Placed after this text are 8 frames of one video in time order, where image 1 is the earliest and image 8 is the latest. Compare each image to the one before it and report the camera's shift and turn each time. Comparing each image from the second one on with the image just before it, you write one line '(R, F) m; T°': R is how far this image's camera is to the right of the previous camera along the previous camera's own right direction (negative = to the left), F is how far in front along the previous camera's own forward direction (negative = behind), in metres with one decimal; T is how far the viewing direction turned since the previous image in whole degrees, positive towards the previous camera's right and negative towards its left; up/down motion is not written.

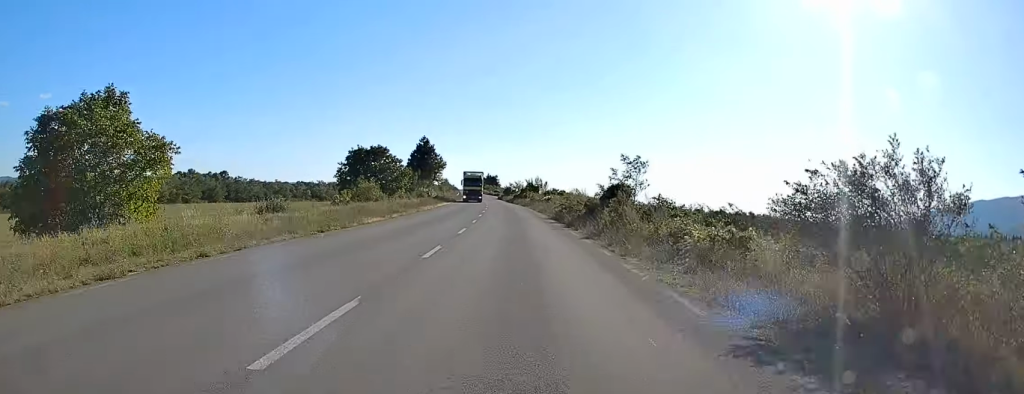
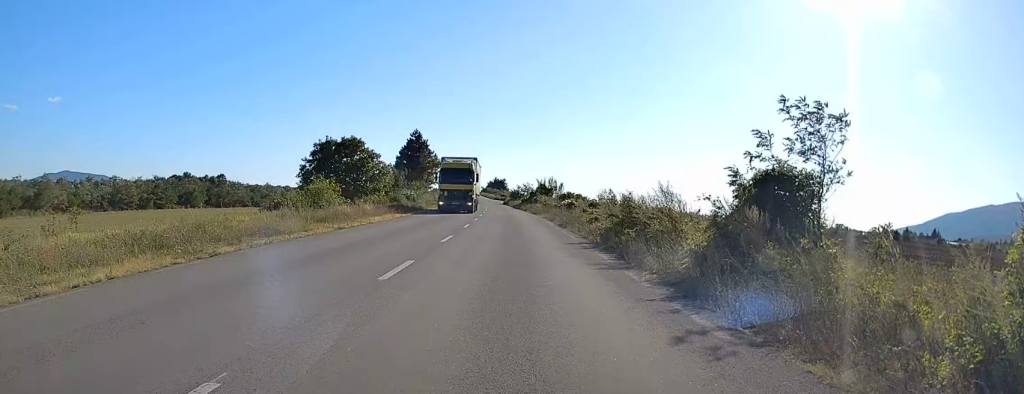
(-0.1, +21.6) m; -1°
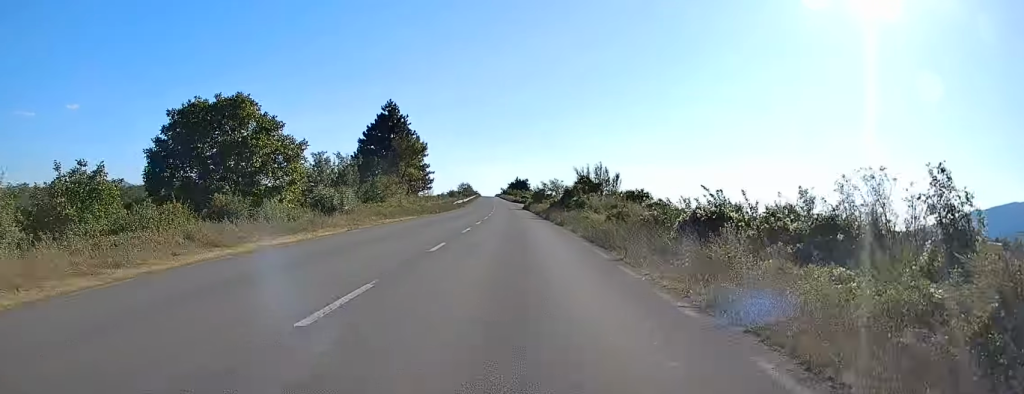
(-0.3, +39.5) m; -1°
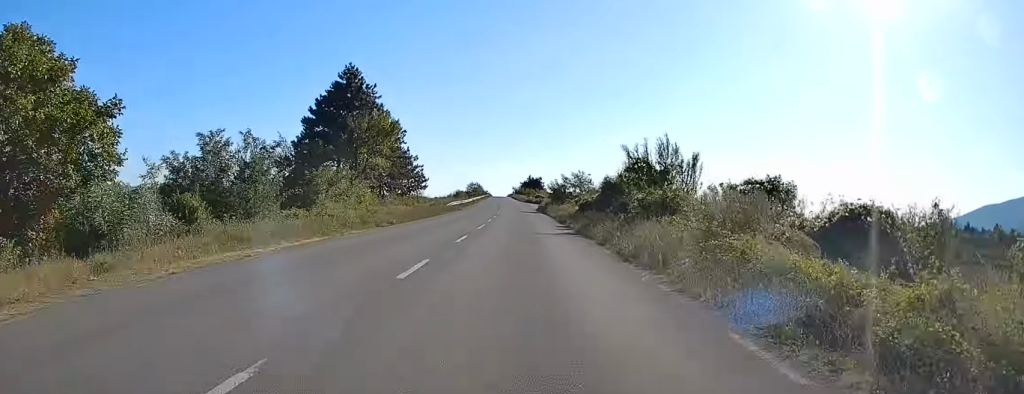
(-0.2, +23.0) m; -1°
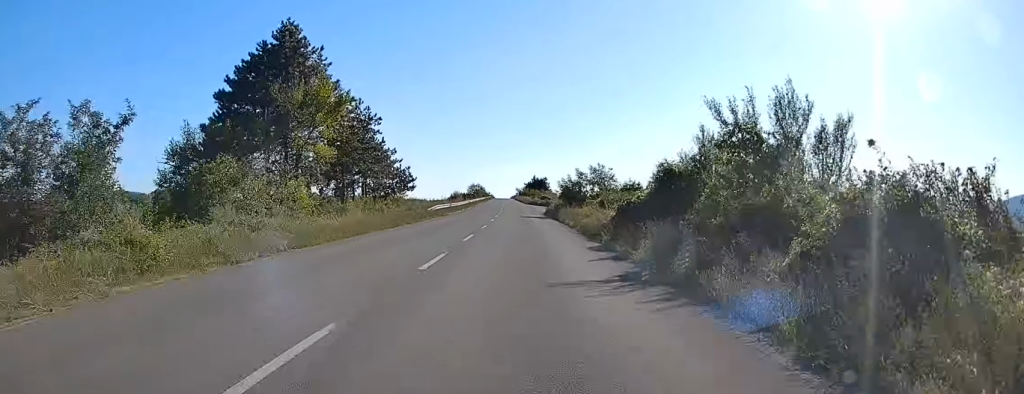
(-0.2, +16.1) m; -1°
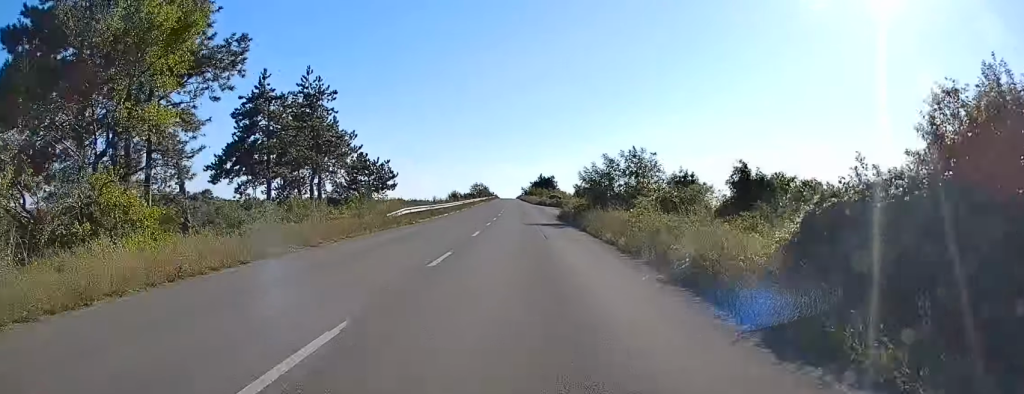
(-0.3, +17.8) m; 0°
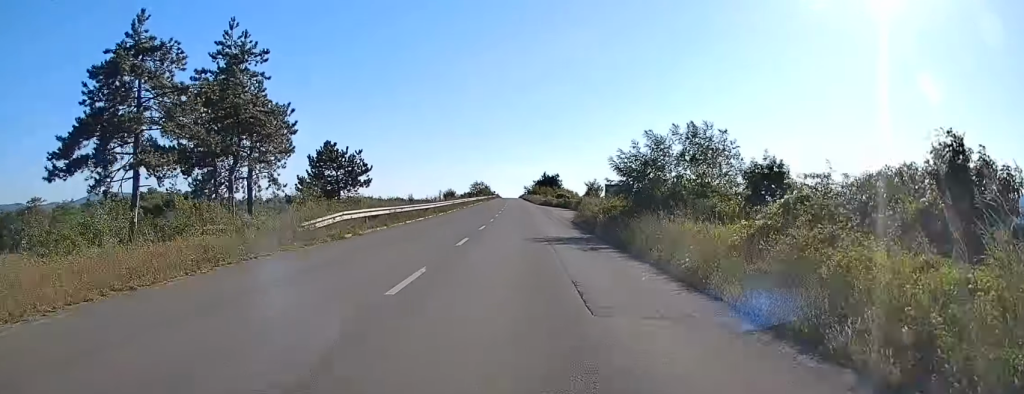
(+0.1, +14.4) m; 0°
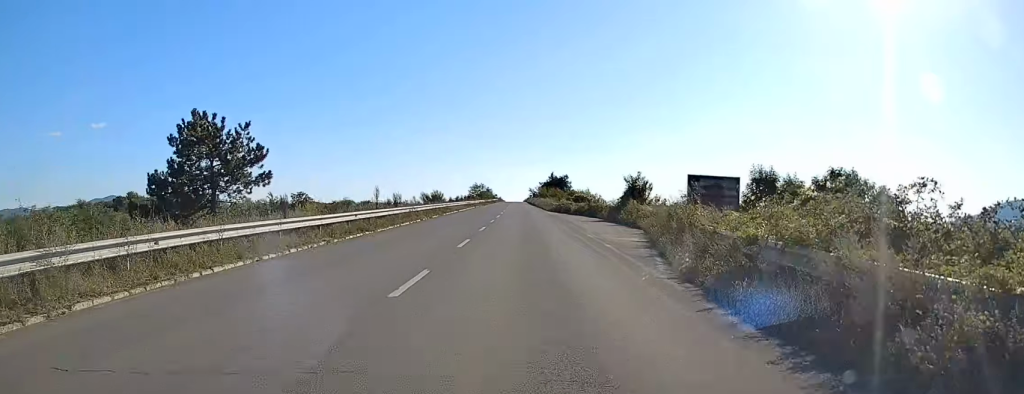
(-0.1, +27.1) m; 0°
